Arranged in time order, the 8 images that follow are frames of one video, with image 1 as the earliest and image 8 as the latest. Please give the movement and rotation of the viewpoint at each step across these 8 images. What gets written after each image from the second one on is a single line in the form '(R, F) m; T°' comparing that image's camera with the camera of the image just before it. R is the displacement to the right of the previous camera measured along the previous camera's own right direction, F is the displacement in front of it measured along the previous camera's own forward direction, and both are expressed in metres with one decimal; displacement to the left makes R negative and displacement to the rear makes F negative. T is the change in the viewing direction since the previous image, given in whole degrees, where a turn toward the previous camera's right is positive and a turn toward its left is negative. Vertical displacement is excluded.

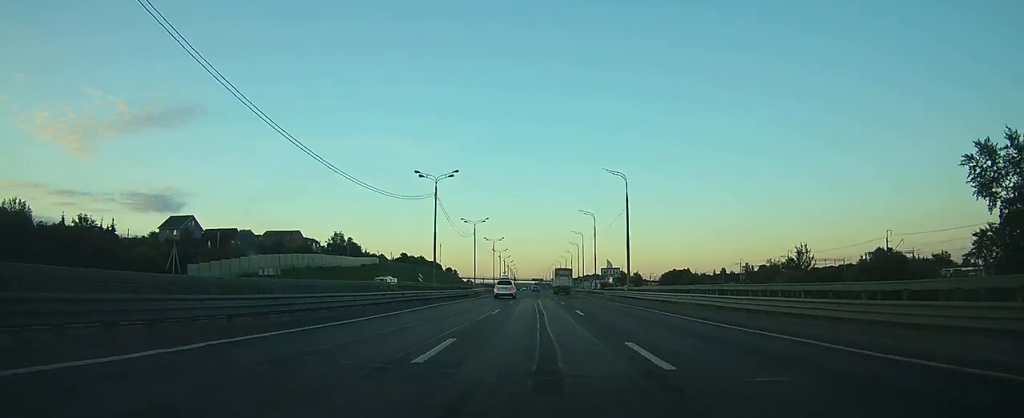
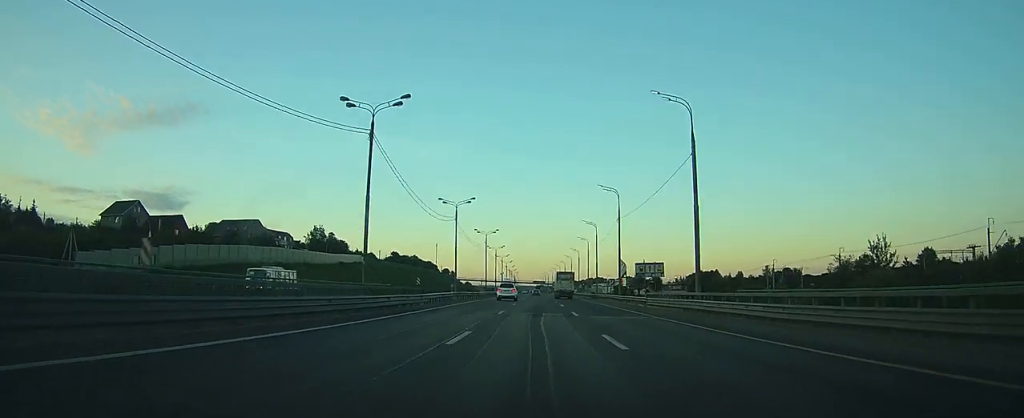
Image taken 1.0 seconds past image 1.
(-0.1, +28.0) m; 0°
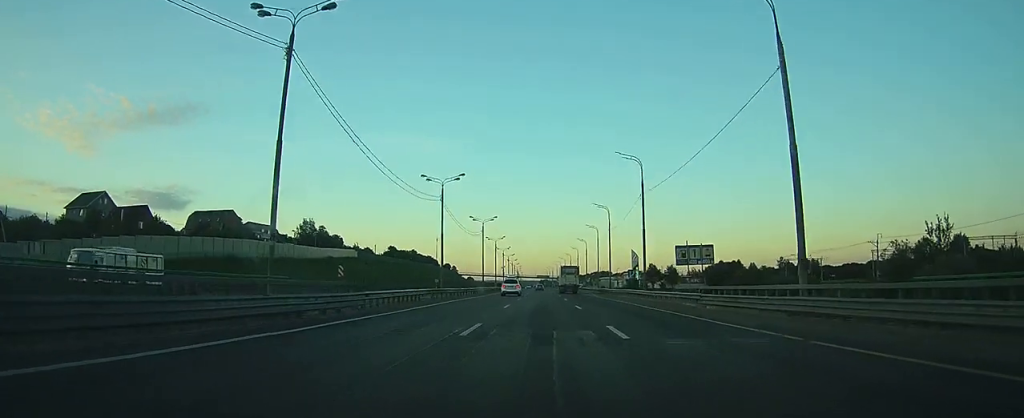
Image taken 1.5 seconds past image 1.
(0.0, +14.9) m; 0°
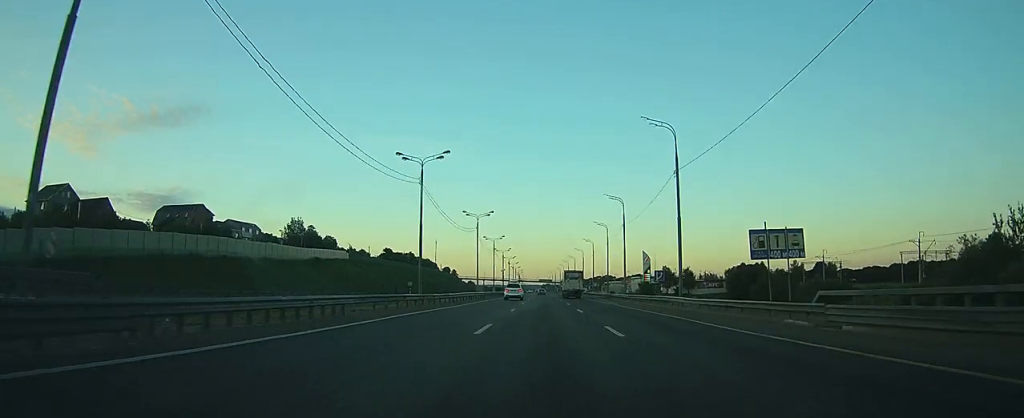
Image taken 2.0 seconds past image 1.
(0.0, +14.0) m; 0°
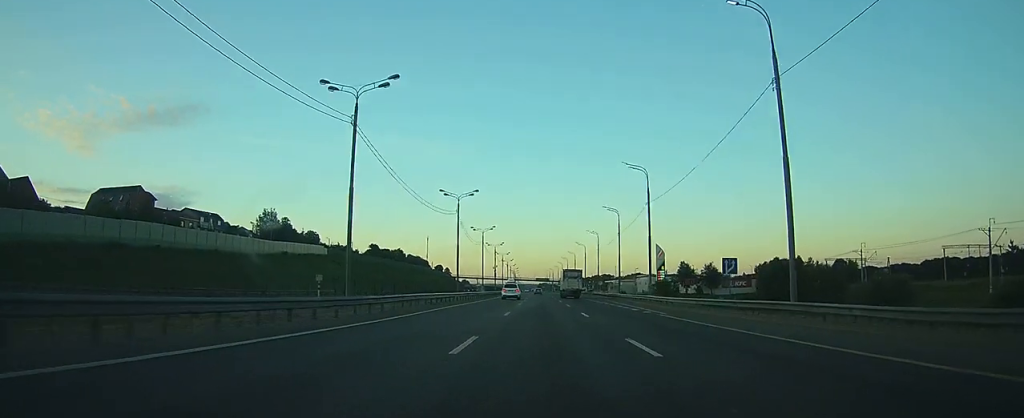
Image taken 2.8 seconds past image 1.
(-0.1, +20.5) m; 0°
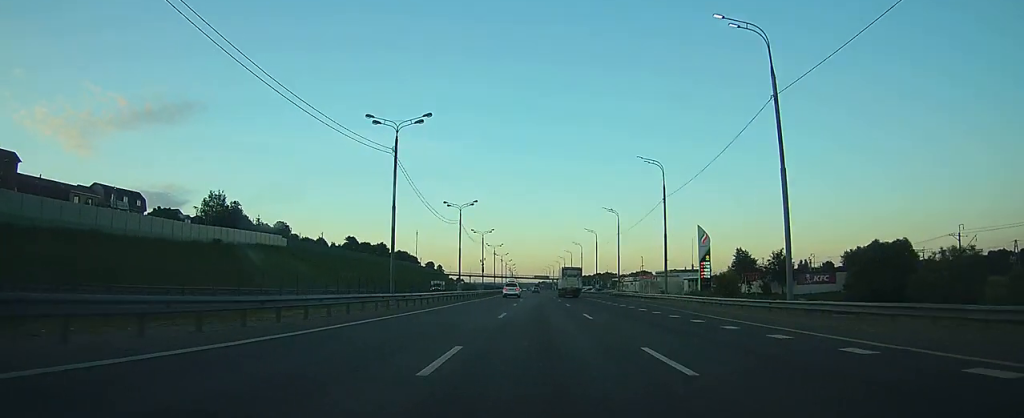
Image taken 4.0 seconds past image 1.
(-0.1, +34.5) m; 0°
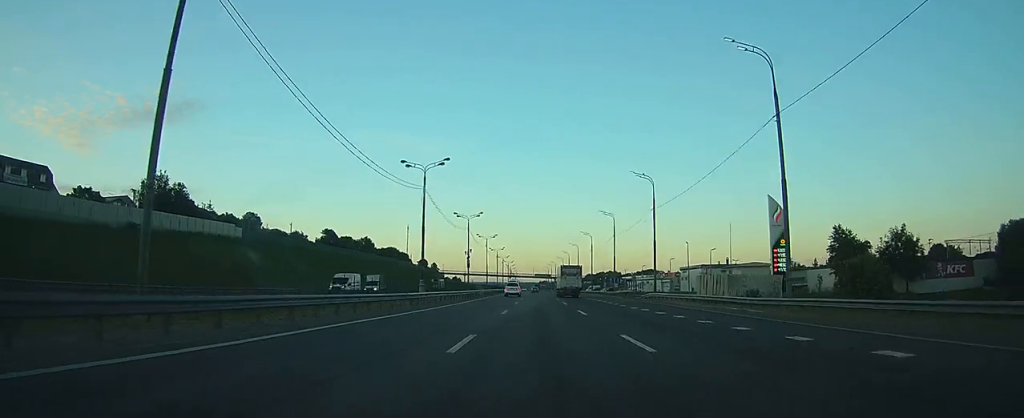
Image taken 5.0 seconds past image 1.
(0.0, +29.0) m; 0°
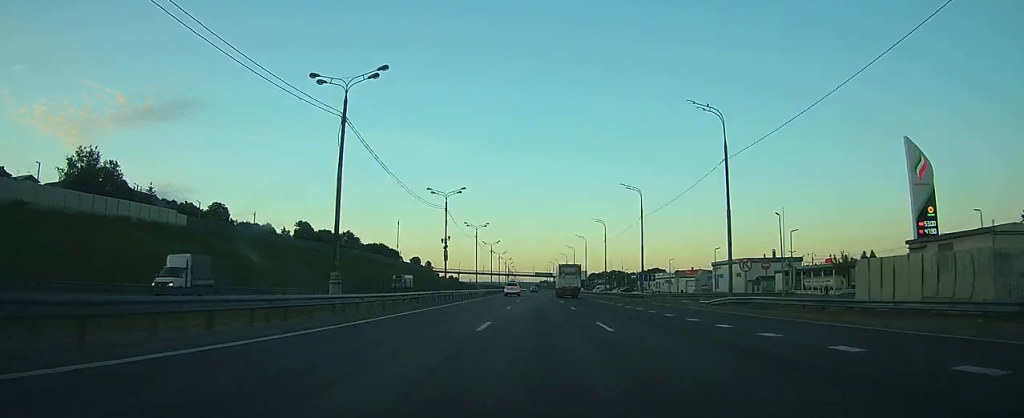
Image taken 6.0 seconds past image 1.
(+0.1, +26.2) m; 0°
